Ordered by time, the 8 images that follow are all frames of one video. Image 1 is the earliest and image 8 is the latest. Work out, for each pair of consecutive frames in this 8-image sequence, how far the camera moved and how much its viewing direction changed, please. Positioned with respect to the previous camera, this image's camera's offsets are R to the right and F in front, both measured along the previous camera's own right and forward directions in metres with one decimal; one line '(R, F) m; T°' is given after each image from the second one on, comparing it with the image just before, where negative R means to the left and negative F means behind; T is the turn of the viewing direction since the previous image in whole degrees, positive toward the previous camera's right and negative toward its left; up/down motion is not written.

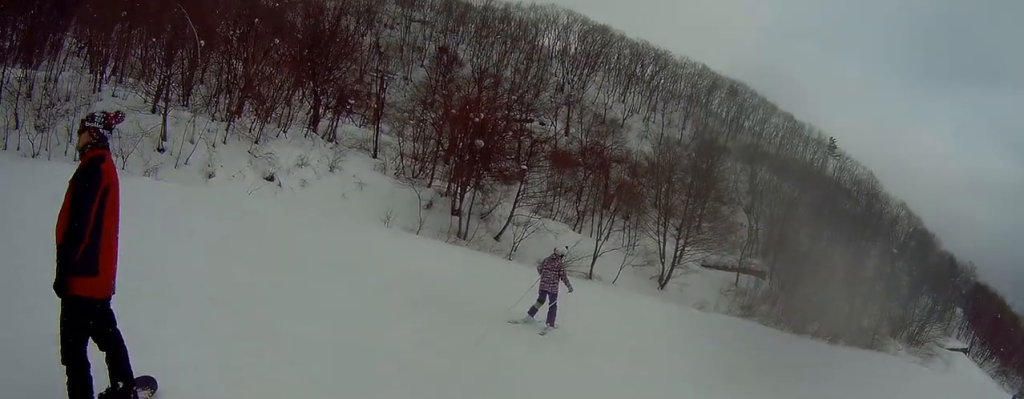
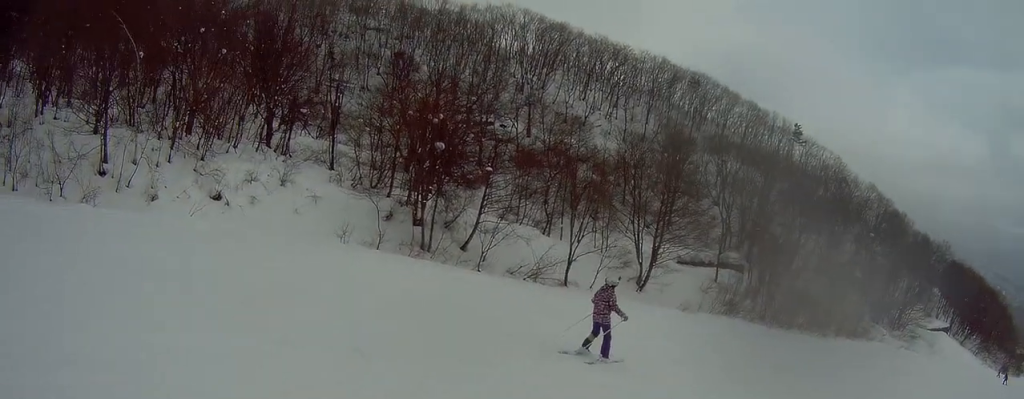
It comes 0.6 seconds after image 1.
(+0.1, +2.8) m; +8°
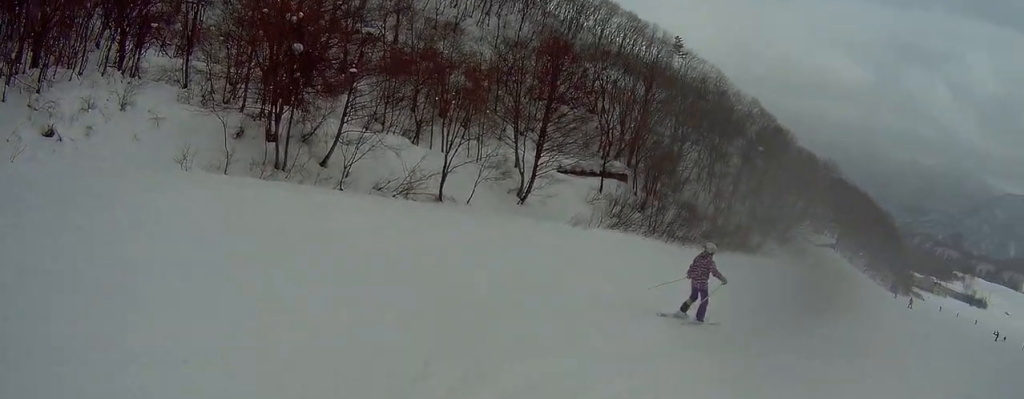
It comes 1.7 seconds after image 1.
(+0.9, +4.6) m; +22°
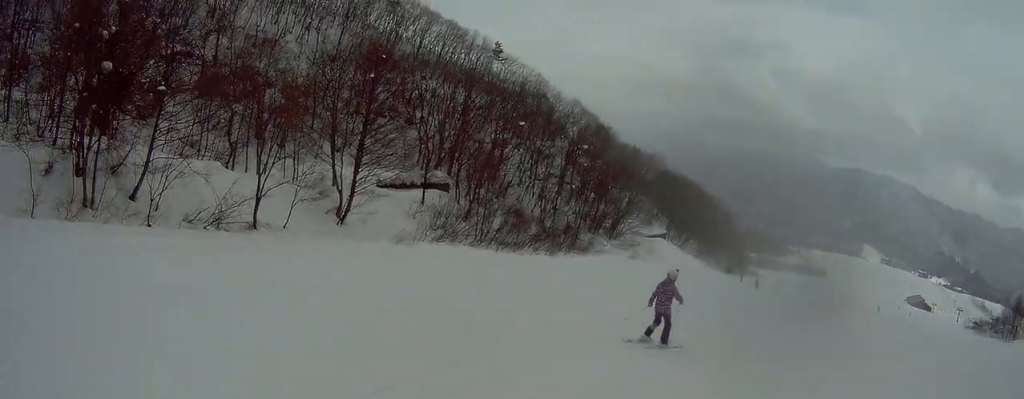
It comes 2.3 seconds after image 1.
(+0.3, +2.5) m; +11°
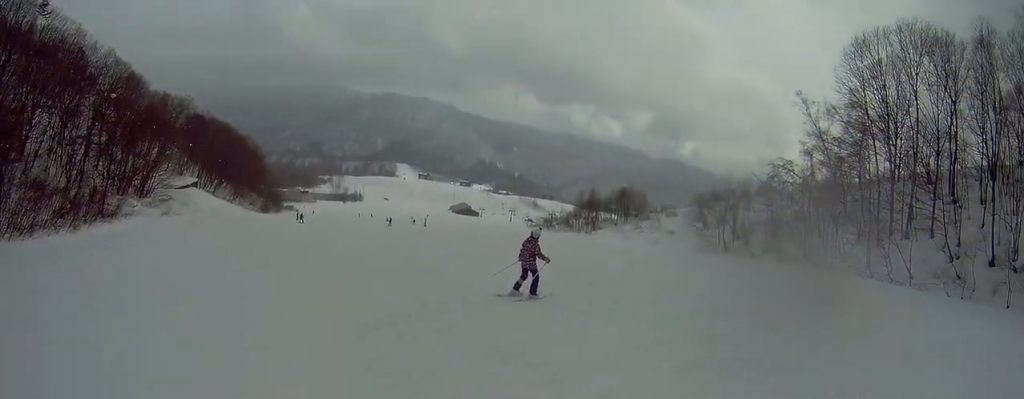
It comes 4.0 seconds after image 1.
(+2.1, +6.9) m; +35°
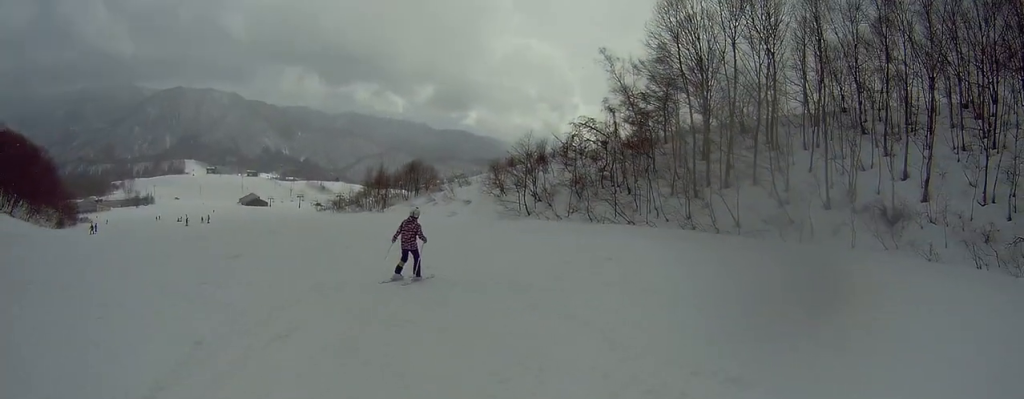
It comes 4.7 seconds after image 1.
(+0.3, +2.7) m; +15°
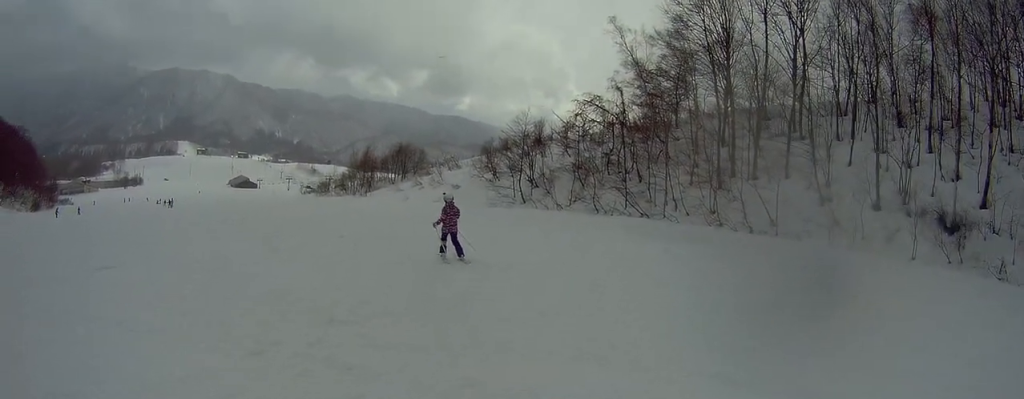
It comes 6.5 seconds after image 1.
(+2.0, +6.6) m; +13°
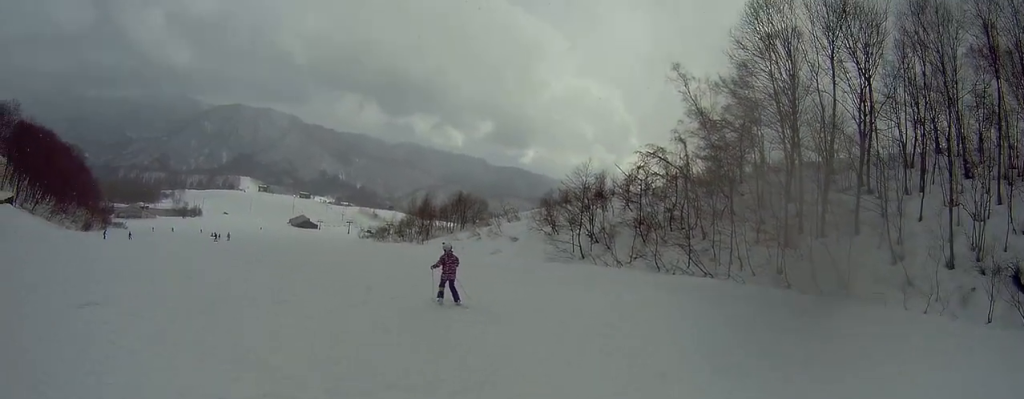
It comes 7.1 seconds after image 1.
(-0.5, +2.7) m; -10°
